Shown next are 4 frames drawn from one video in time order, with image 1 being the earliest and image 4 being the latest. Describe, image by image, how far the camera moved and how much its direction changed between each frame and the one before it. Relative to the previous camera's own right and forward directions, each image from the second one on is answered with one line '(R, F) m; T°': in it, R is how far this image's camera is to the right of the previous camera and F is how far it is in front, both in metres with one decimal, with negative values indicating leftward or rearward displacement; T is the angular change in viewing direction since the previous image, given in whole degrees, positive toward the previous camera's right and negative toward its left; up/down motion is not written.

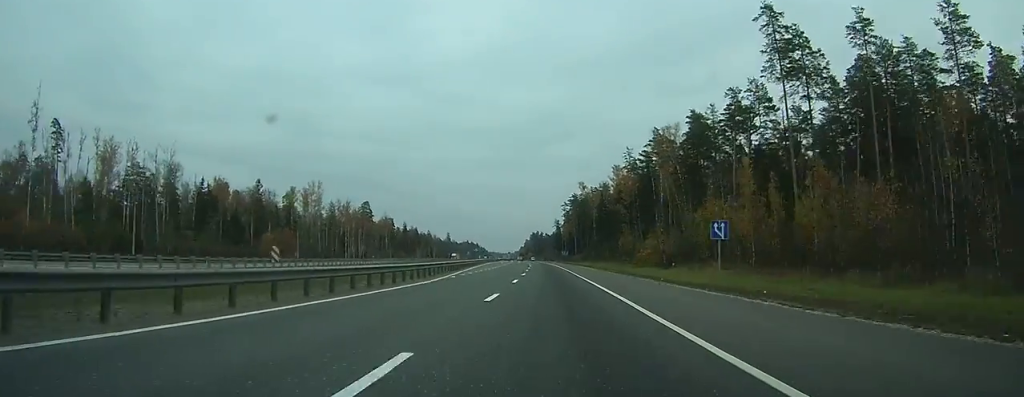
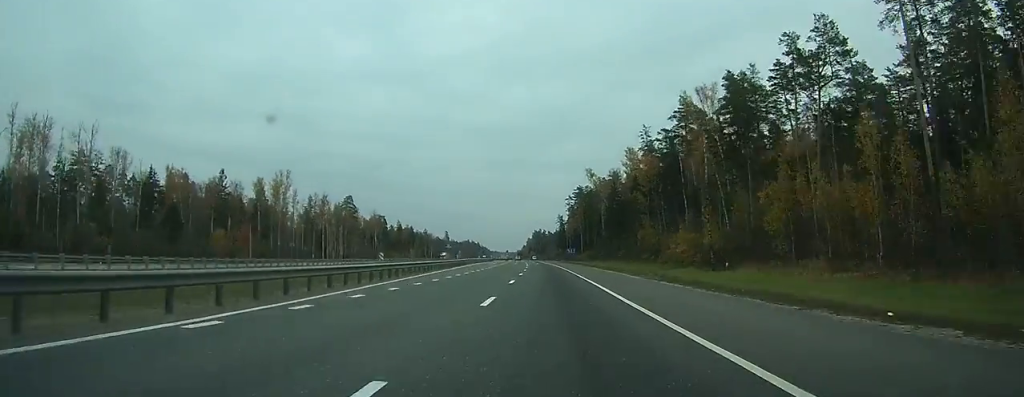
(+0.1, +24.5) m; 0°
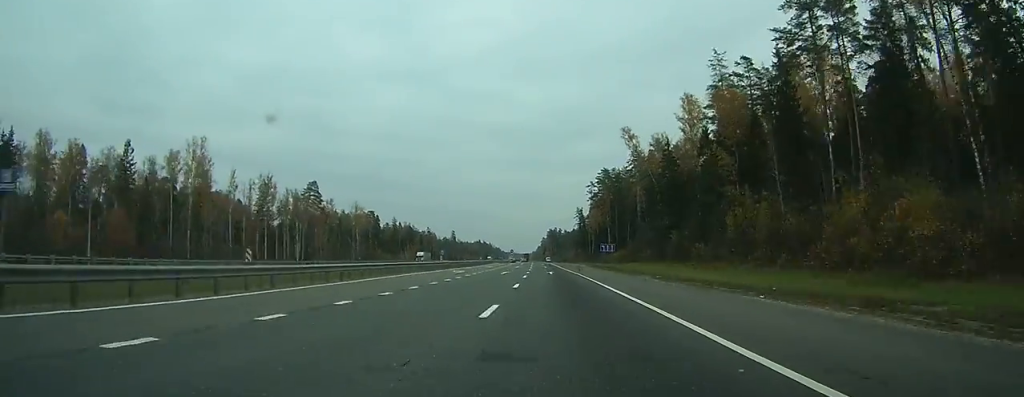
(-0.4, +47.0) m; -1°
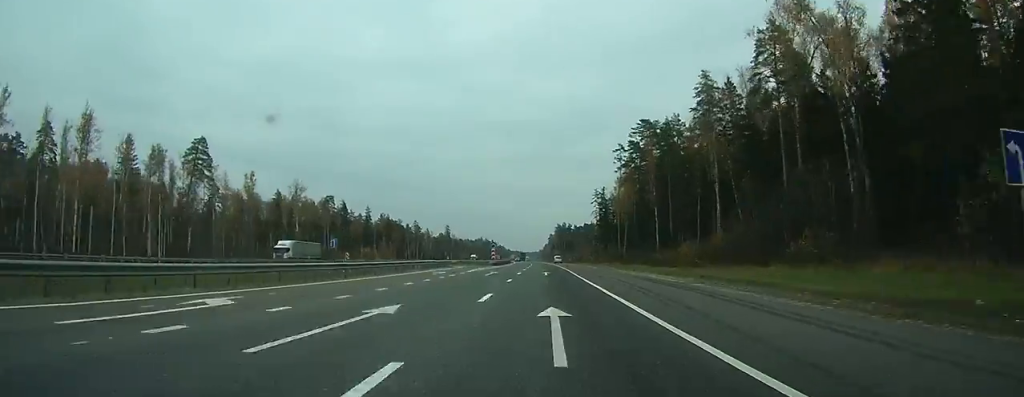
(-0.8, +69.0) m; -1°
